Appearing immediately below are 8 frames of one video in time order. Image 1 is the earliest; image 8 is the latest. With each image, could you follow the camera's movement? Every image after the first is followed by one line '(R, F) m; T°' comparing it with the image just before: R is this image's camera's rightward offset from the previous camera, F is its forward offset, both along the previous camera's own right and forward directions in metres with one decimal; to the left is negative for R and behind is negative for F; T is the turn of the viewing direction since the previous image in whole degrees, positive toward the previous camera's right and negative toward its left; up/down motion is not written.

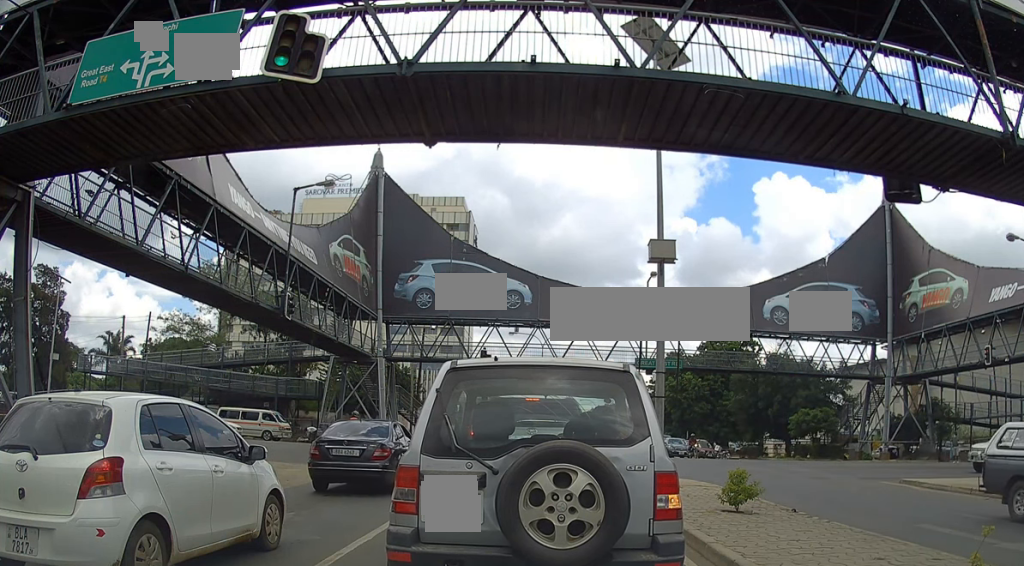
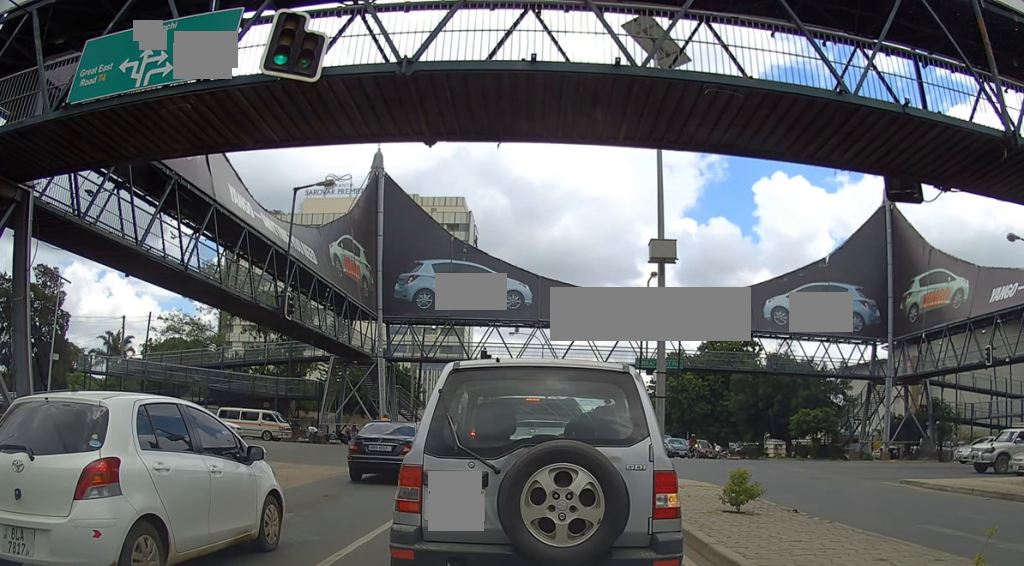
(0.0, 0.0) m; 0°
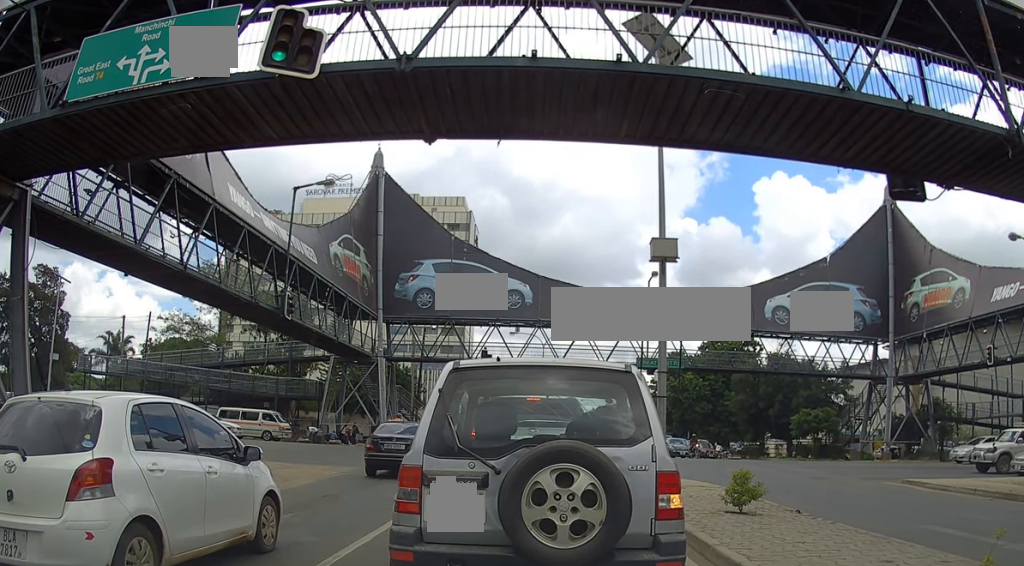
(0.0, 0.0) m; 0°
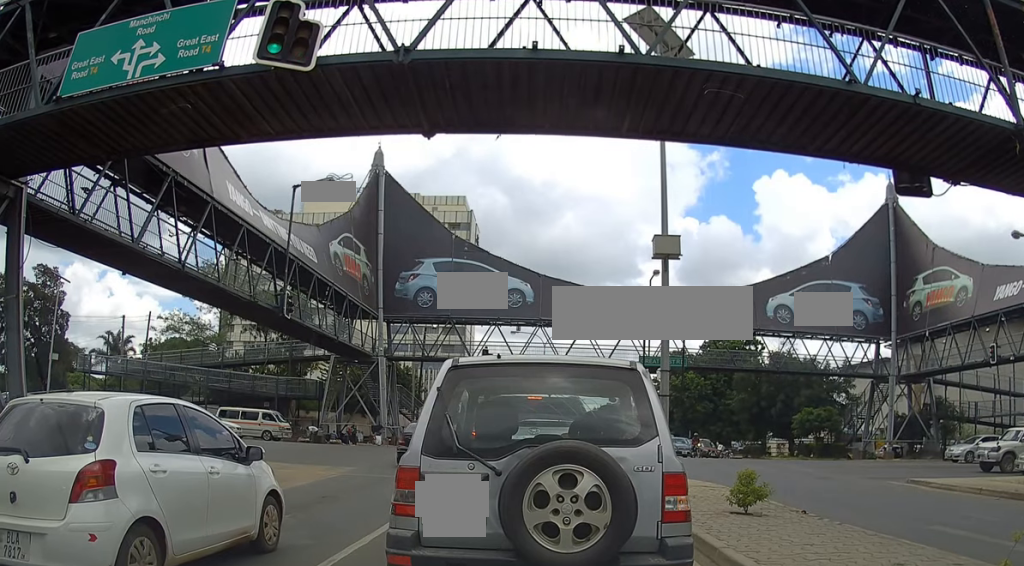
(0.0, 0.0) m; 0°
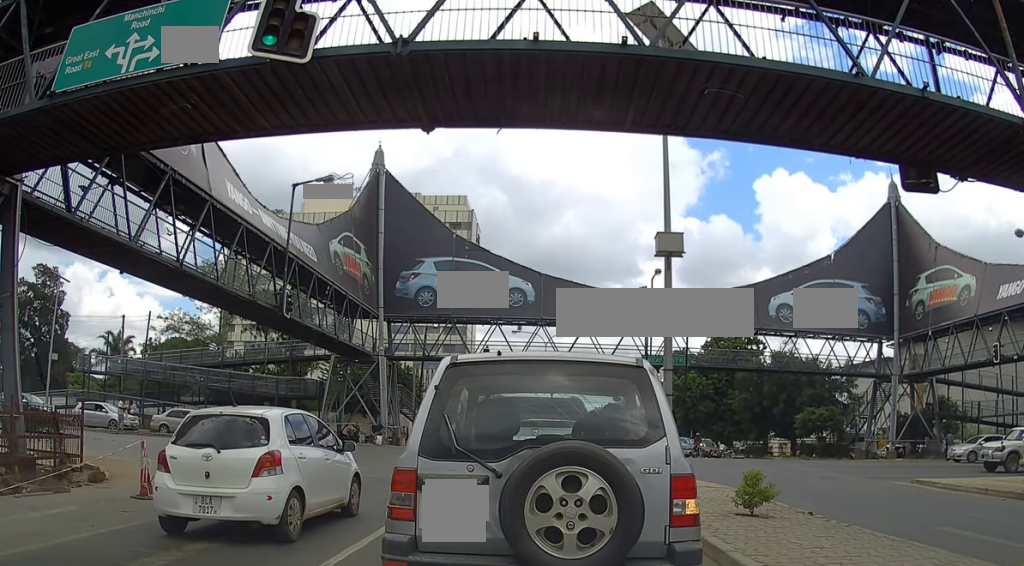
(0.0, 0.0) m; 0°
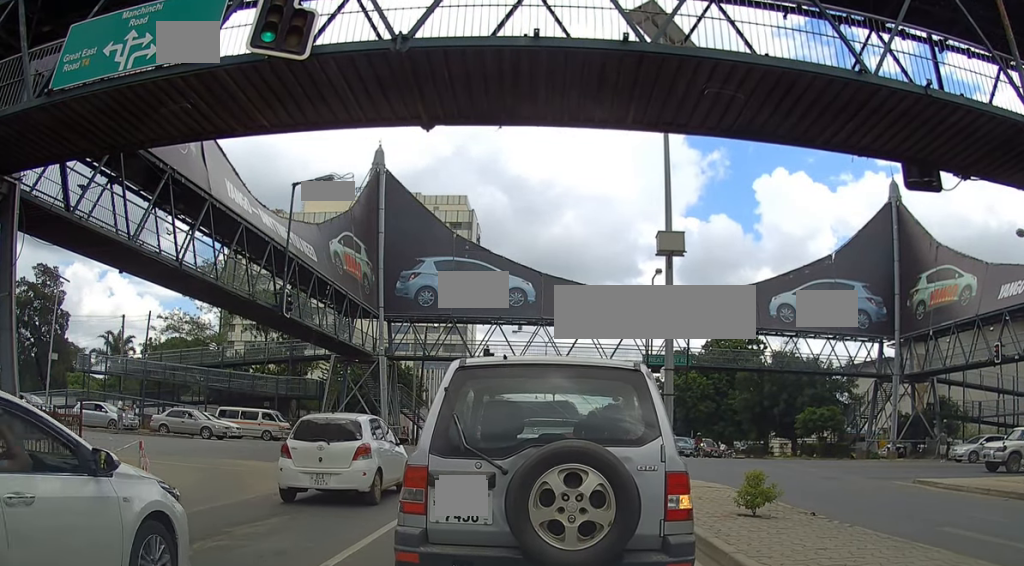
(0.0, 0.0) m; 0°
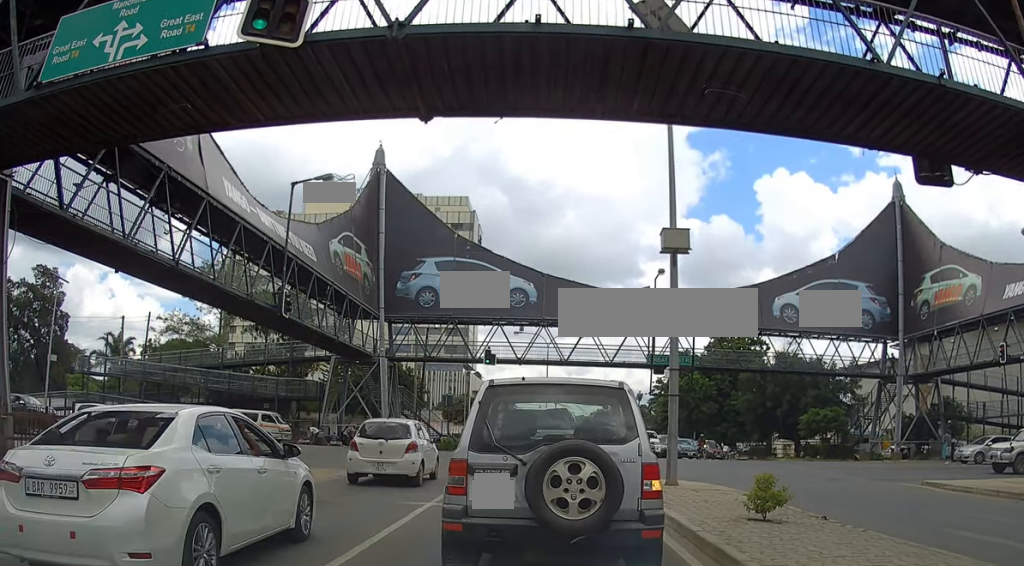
(-0.1, +0.1) m; 0°
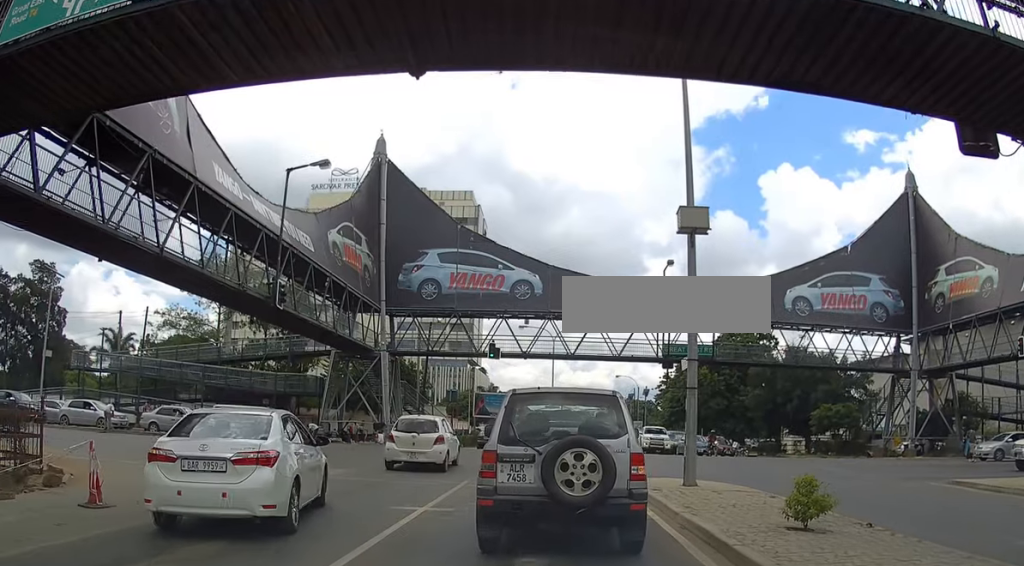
(-0.1, +0.9) m; 0°
